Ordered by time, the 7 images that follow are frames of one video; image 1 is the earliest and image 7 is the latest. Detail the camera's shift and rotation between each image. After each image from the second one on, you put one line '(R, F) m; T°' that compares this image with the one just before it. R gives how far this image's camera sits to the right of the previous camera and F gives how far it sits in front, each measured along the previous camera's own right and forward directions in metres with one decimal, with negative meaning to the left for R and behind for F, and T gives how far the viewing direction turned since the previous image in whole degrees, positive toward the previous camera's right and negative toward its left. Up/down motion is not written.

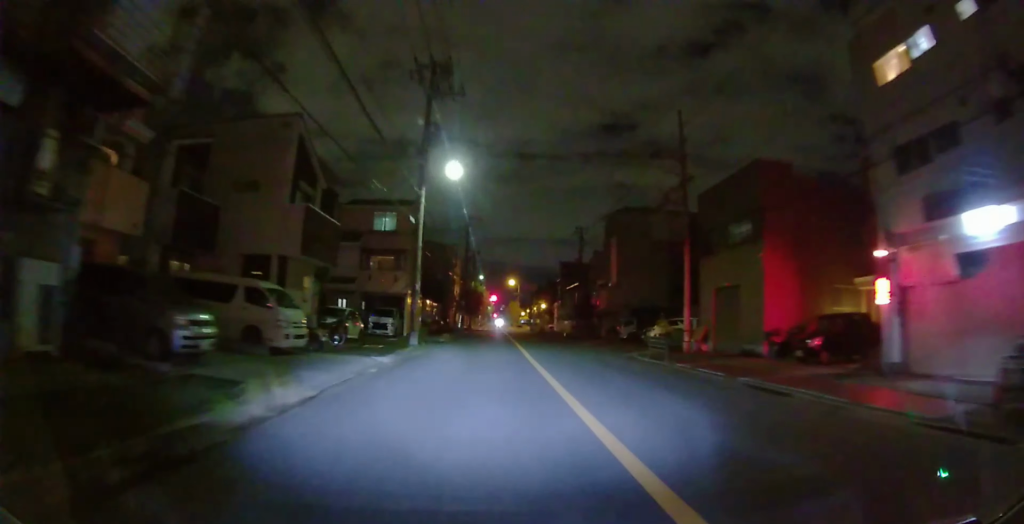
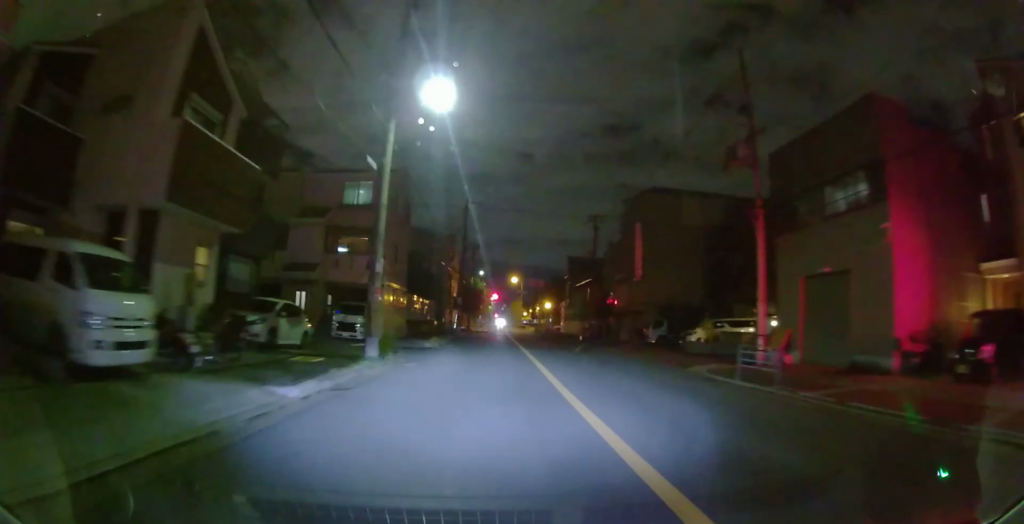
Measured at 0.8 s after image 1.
(+0.1, +8.0) m; +1°
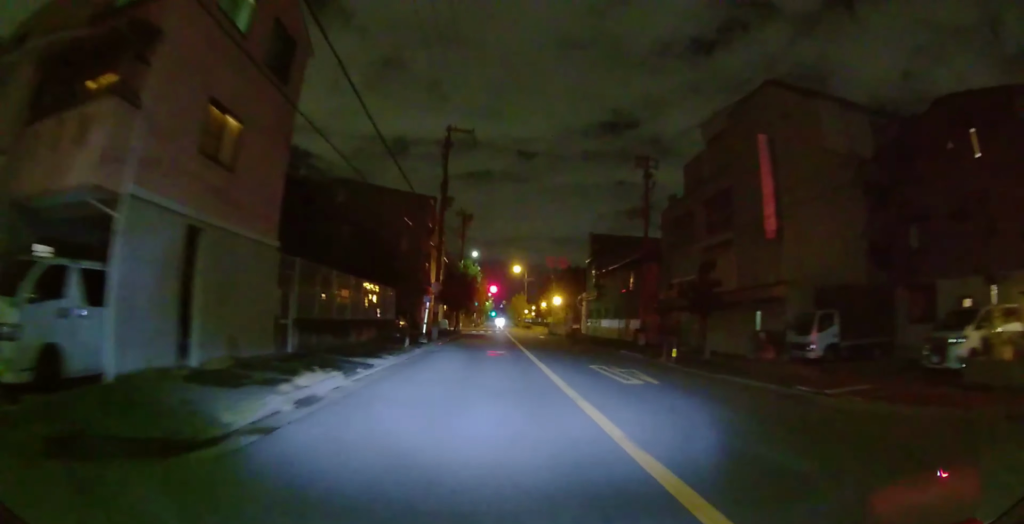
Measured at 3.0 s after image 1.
(+0.4, +20.8) m; +4°
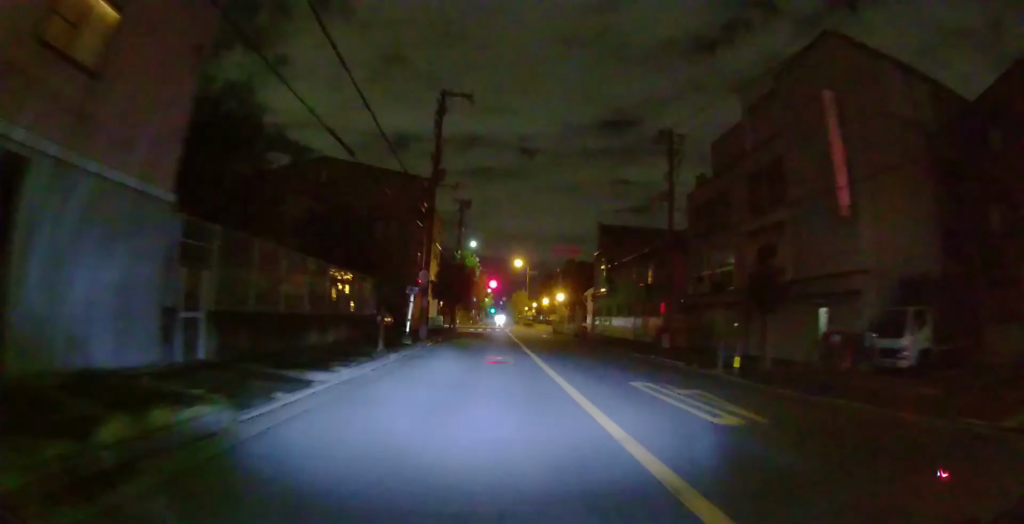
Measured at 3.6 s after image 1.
(+0.1, +5.3) m; +1°
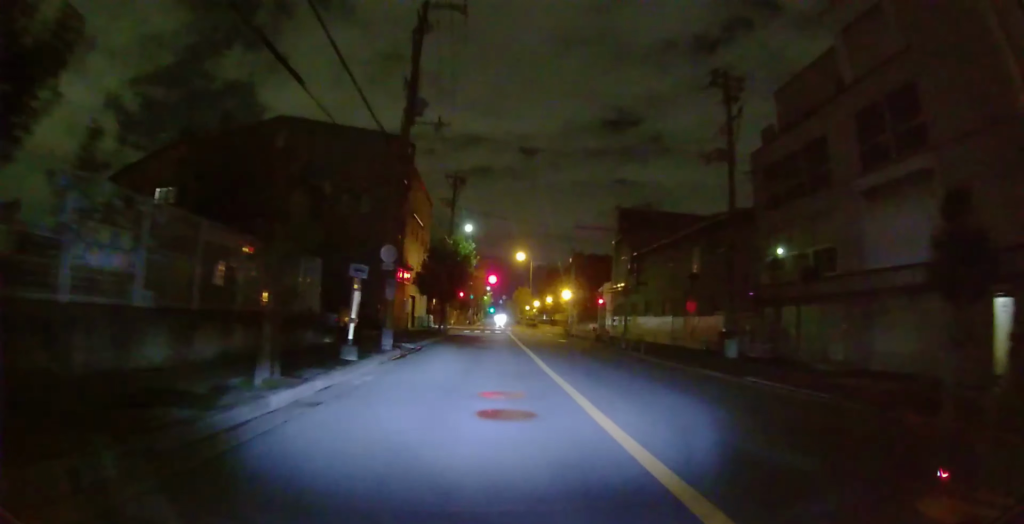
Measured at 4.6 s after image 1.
(0.0, +8.7) m; 0°
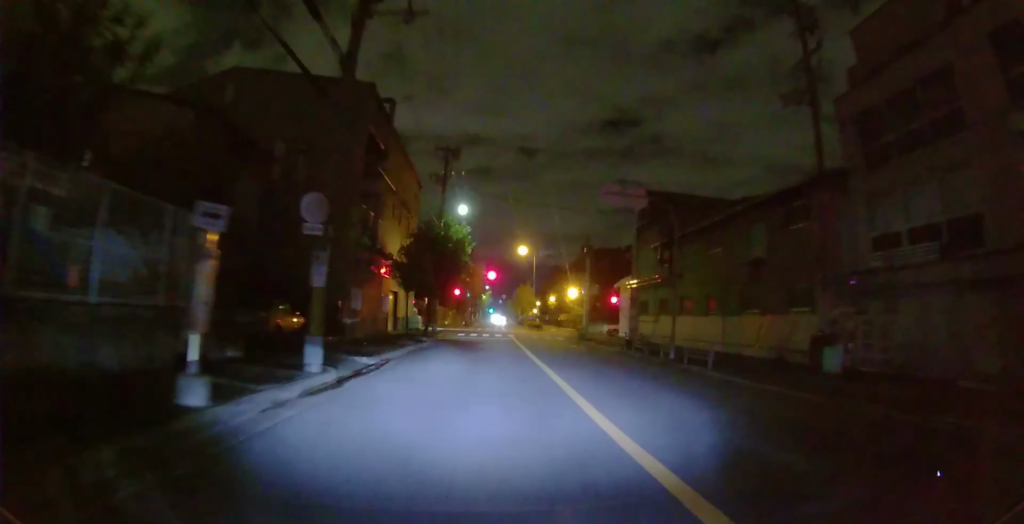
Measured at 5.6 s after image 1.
(-0.1, +7.8) m; -2°
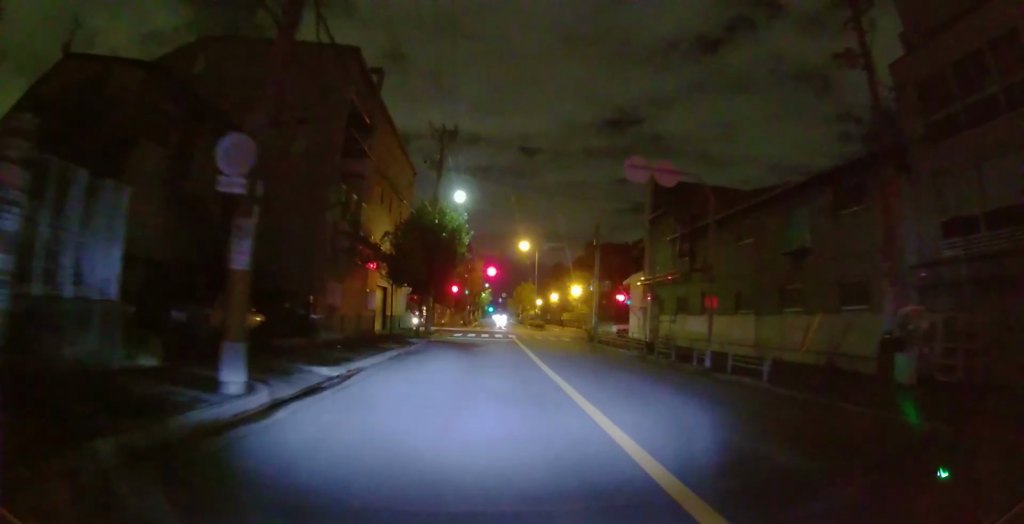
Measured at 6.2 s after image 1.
(-0.1, +3.7) m; -1°
